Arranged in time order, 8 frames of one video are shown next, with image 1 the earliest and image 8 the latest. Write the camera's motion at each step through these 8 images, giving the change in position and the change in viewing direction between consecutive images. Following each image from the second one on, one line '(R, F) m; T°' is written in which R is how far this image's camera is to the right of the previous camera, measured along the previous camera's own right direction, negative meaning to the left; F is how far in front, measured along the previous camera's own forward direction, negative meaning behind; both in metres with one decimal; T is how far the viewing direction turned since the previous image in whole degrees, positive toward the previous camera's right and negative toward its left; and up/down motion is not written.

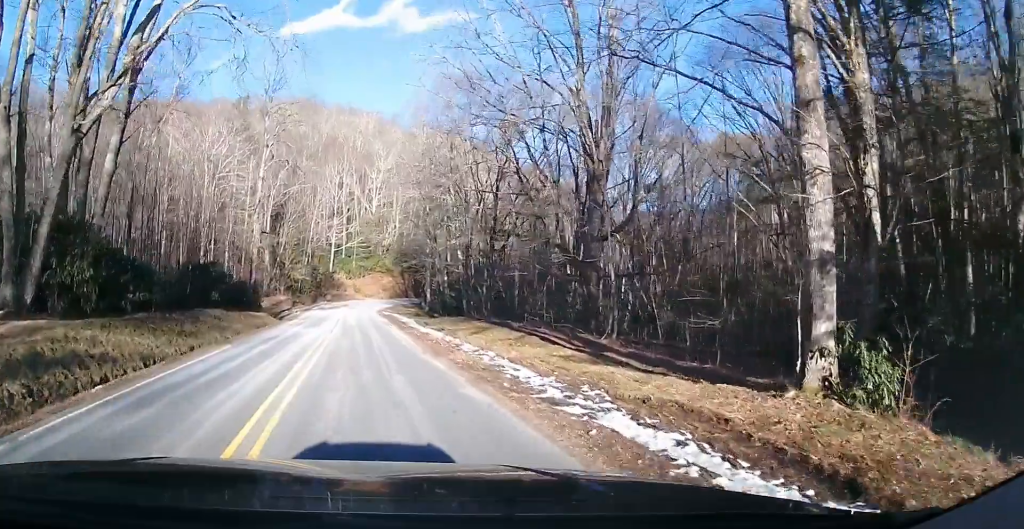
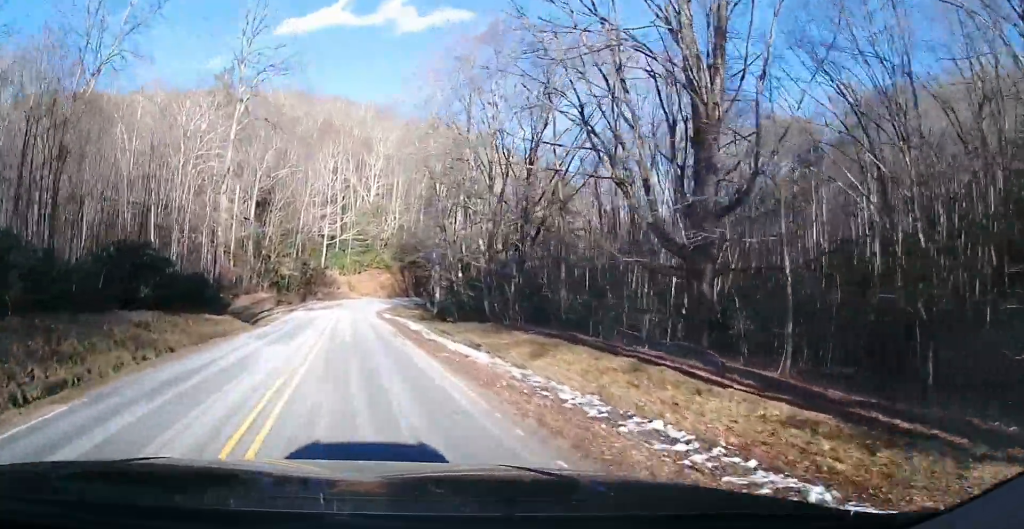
(+0.1, +9.3) m; +4°
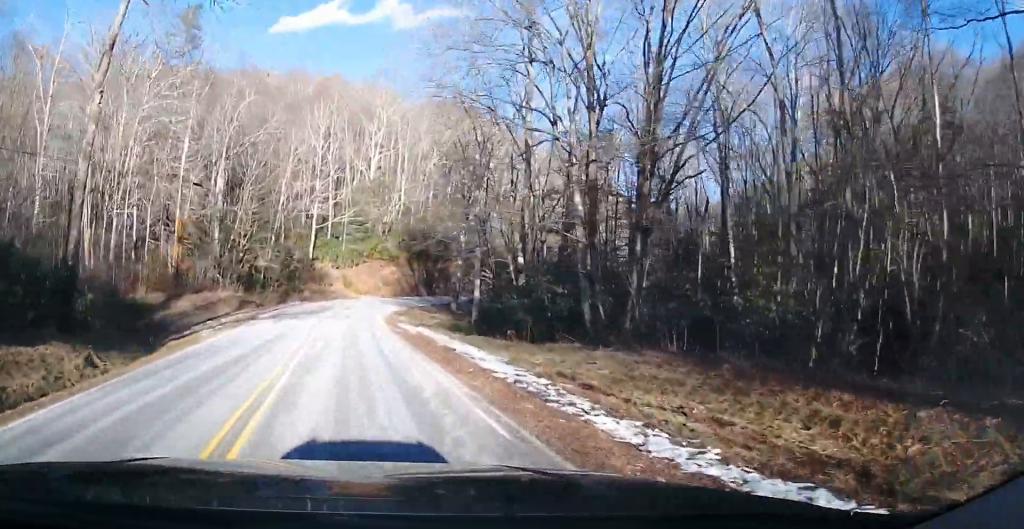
(+0.7, +17.1) m; 0°
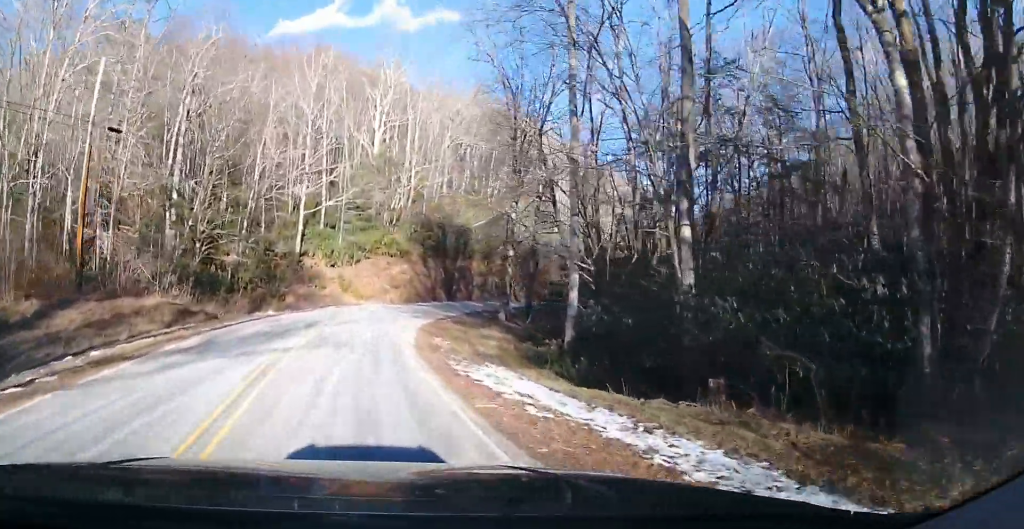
(-0.6, +15.4) m; -1°
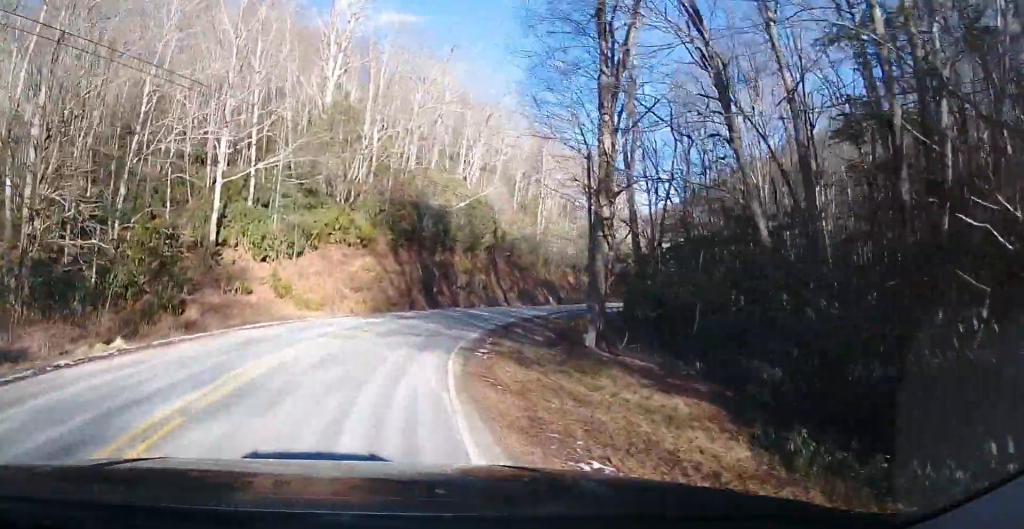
(+0.8, +16.7) m; +5°
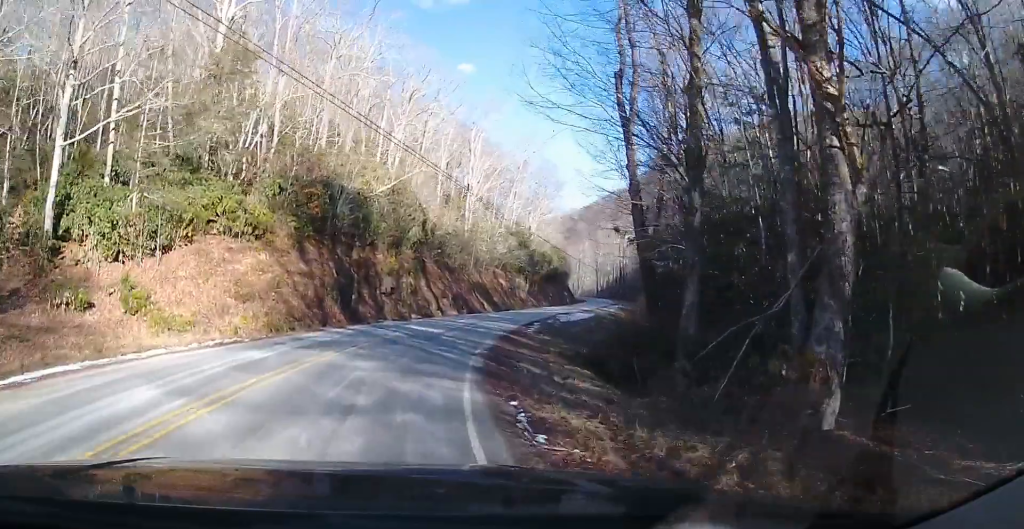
(+0.2, +10.8) m; +5°
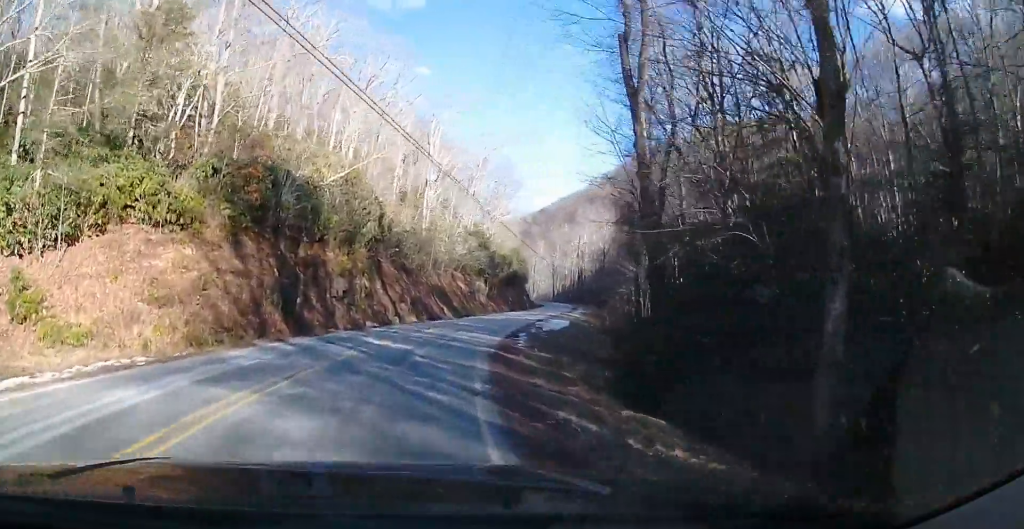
(-0.2, +5.0) m; +2°
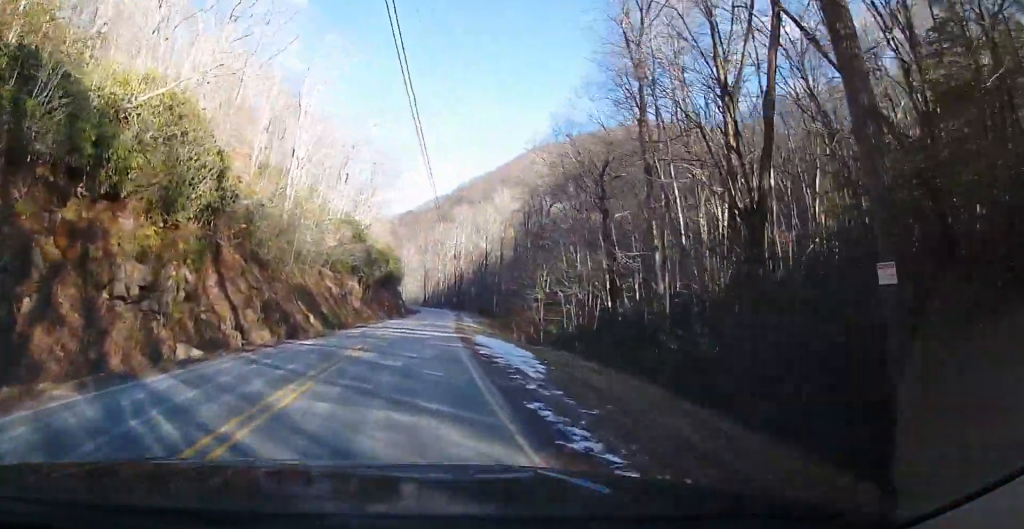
(+1.2, +14.2) m; +7°
